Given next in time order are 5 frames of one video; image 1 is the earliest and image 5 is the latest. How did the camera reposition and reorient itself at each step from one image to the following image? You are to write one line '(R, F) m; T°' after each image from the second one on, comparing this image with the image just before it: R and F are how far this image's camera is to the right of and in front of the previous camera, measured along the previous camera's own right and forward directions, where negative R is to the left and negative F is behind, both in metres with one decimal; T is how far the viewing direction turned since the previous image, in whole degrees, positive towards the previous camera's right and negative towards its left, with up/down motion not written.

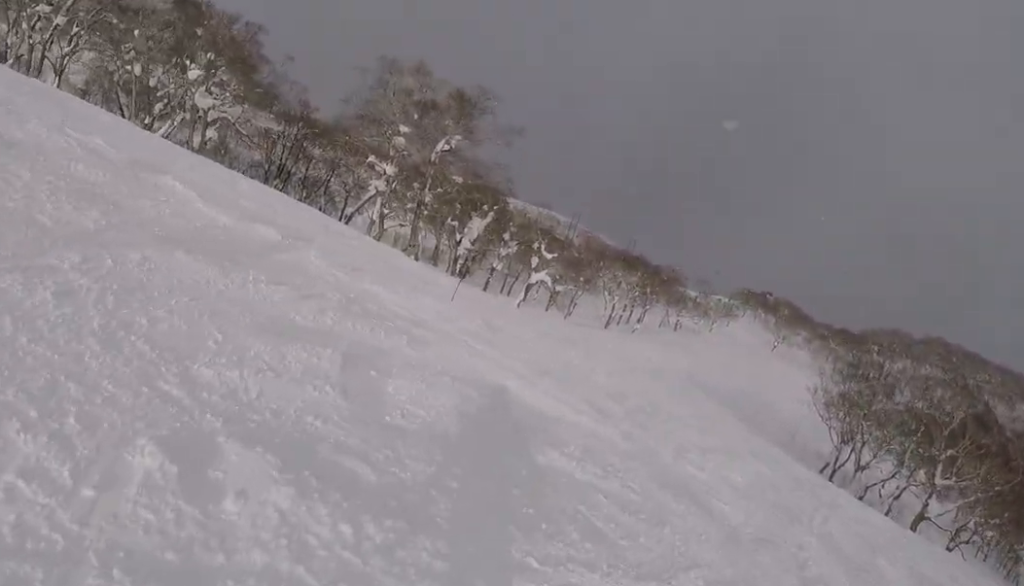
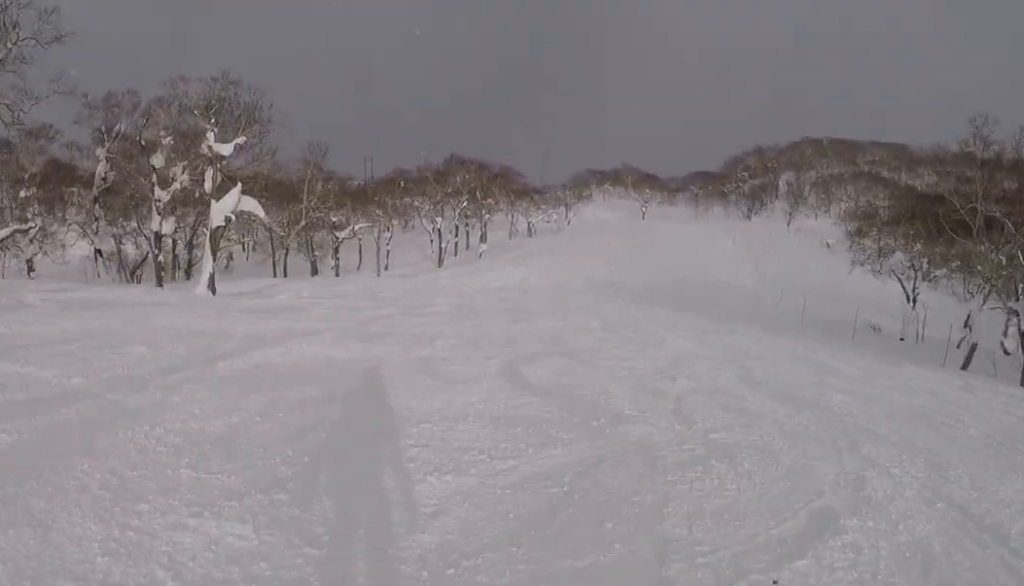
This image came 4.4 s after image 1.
(-7.4, +40.8) m; -8°
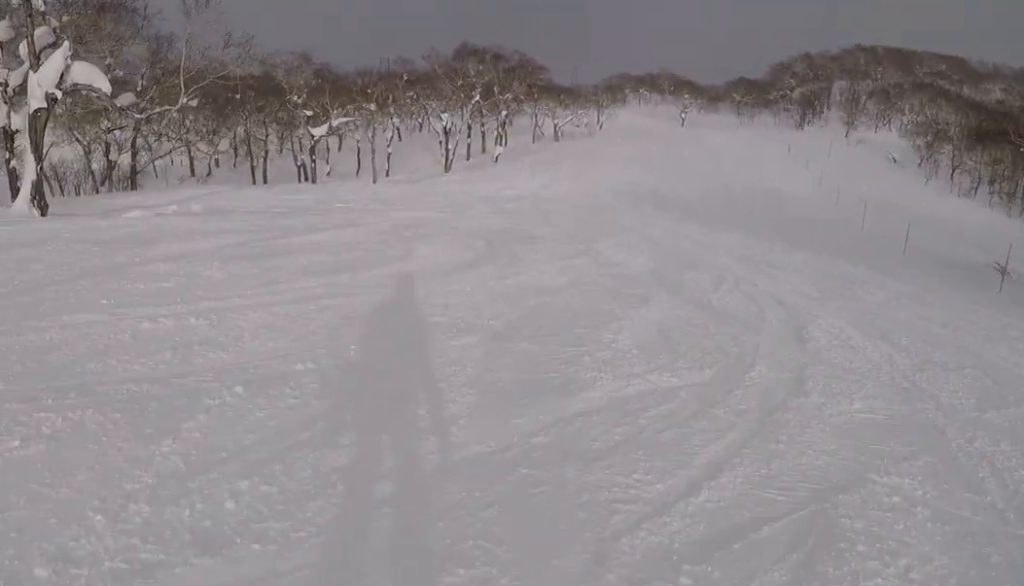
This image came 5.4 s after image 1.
(+0.4, +11.7) m; +7°
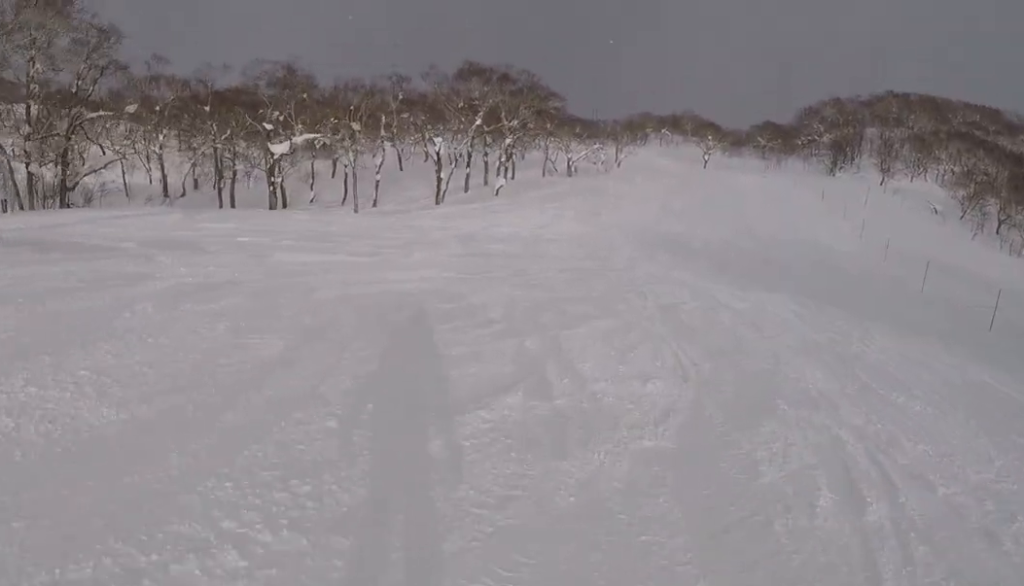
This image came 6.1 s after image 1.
(+0.7, +8.8) m; +2°
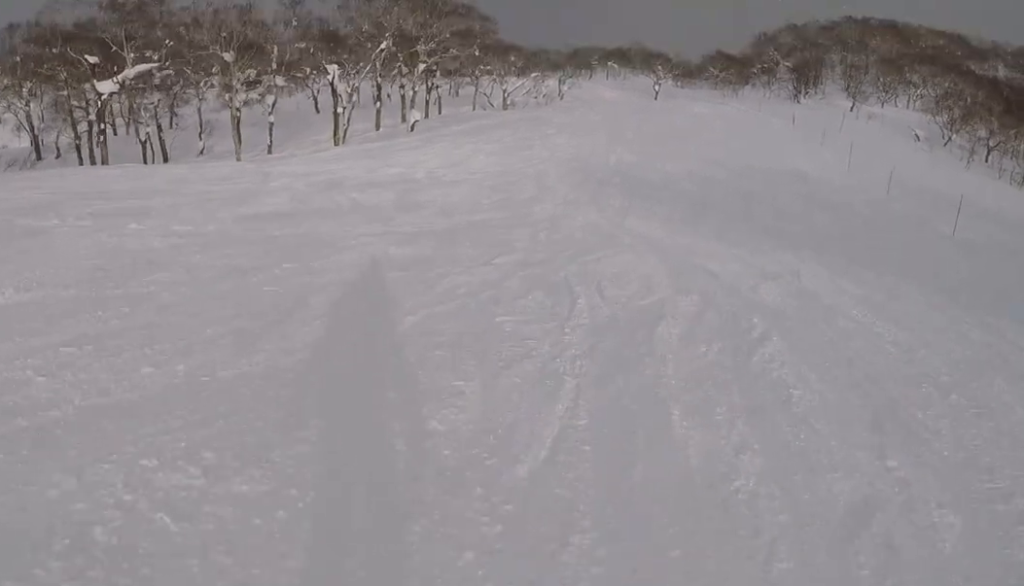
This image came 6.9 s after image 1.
(+0.3, +10.7) m; +1°
